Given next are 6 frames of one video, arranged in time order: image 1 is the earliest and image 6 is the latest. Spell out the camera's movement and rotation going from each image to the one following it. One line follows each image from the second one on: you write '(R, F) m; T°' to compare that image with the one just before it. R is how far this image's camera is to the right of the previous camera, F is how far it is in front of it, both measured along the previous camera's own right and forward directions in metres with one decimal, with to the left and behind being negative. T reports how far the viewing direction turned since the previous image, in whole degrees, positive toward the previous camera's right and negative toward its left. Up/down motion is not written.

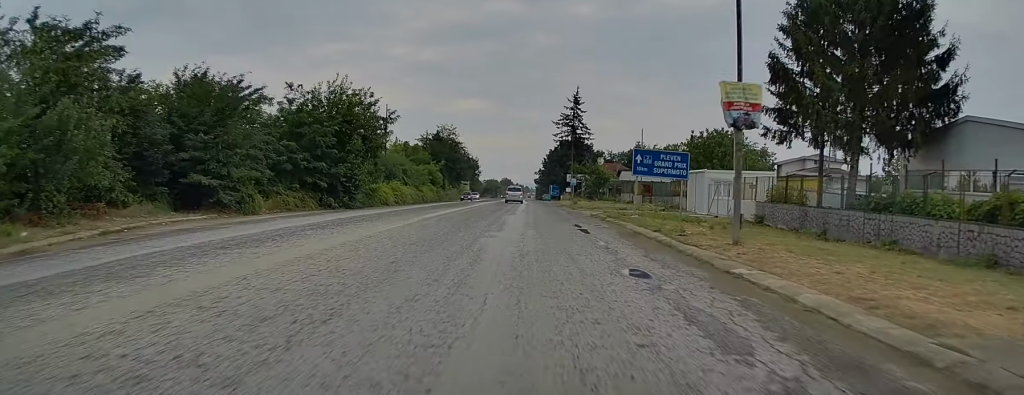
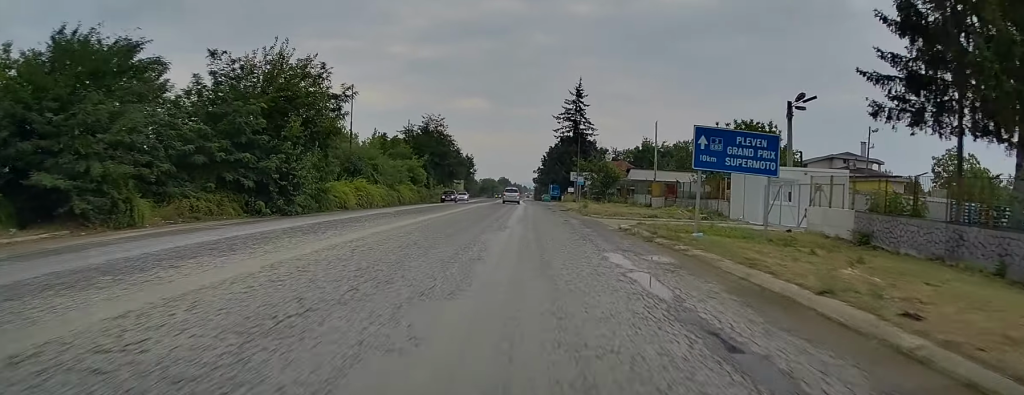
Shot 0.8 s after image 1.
(0.0, +11.2) m; 0°
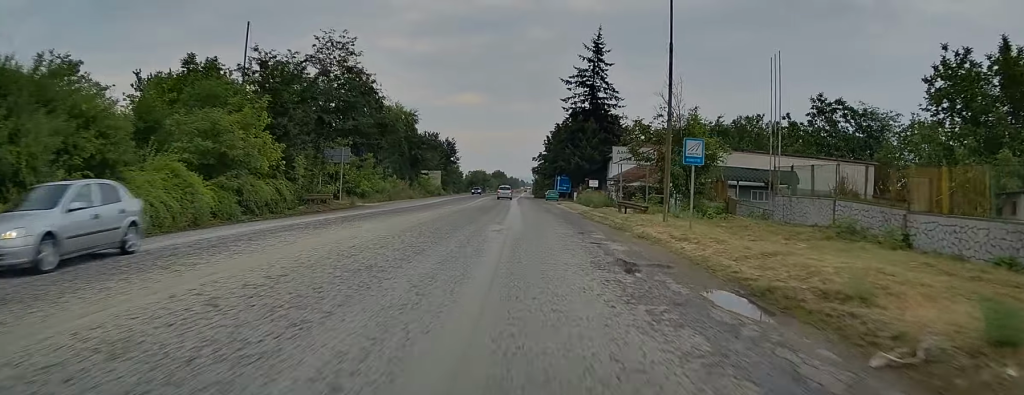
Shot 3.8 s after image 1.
(-1.1, +40.7) m; -1°
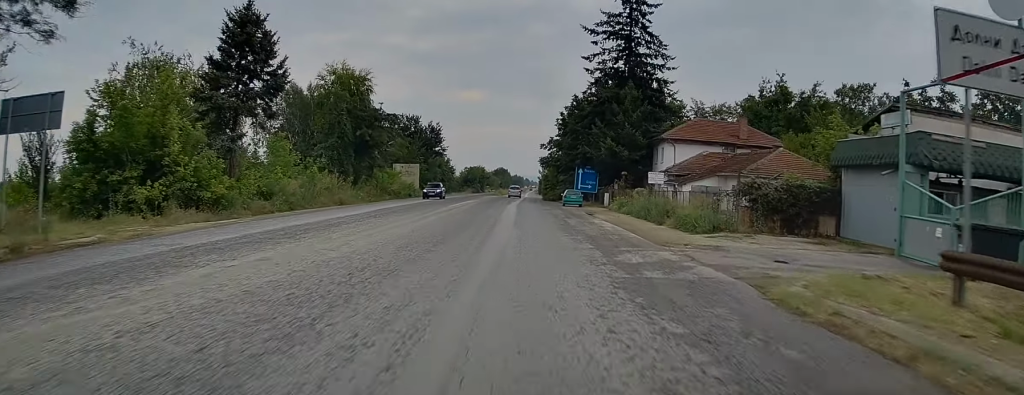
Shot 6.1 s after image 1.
(0.0, +32.4) m; 0°
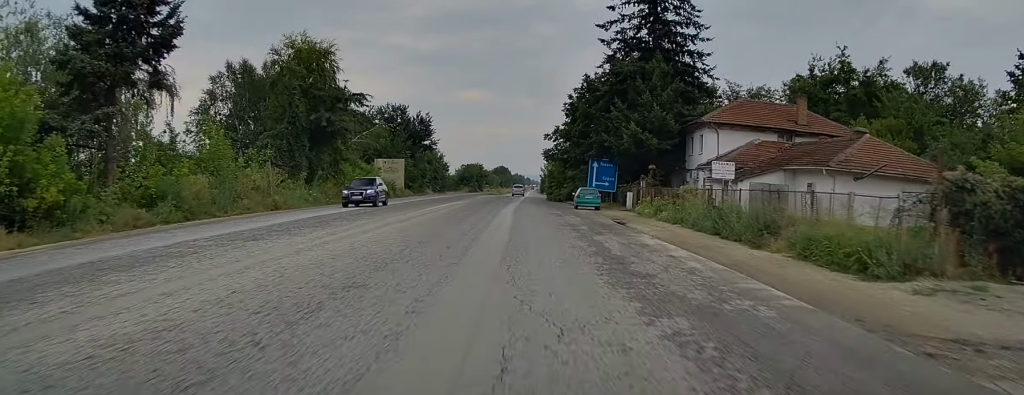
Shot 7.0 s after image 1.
(+0.1, +13.1) m; 0°
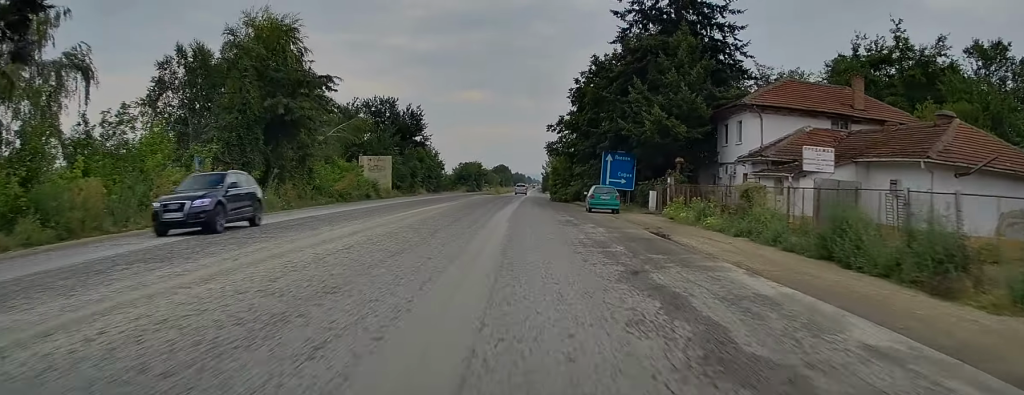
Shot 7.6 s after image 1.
(-0.1, +8.5) m; -1°
